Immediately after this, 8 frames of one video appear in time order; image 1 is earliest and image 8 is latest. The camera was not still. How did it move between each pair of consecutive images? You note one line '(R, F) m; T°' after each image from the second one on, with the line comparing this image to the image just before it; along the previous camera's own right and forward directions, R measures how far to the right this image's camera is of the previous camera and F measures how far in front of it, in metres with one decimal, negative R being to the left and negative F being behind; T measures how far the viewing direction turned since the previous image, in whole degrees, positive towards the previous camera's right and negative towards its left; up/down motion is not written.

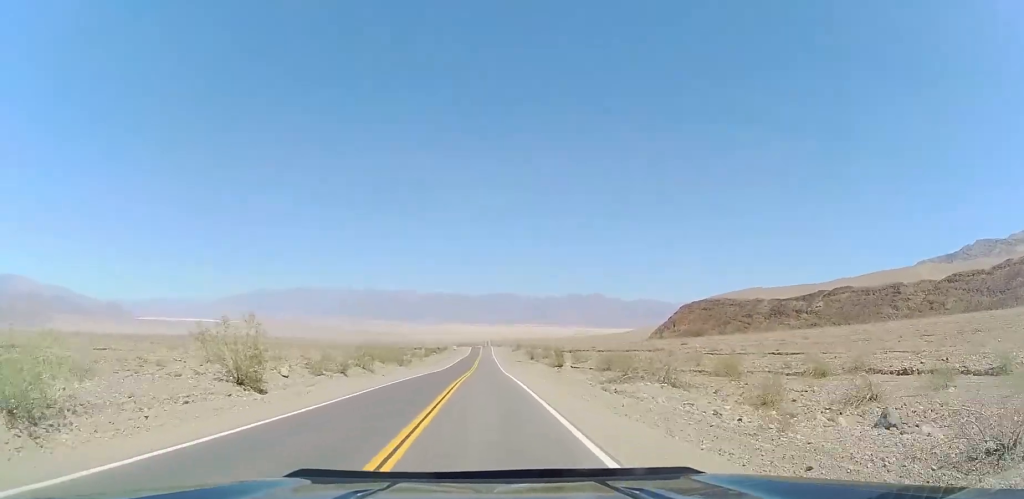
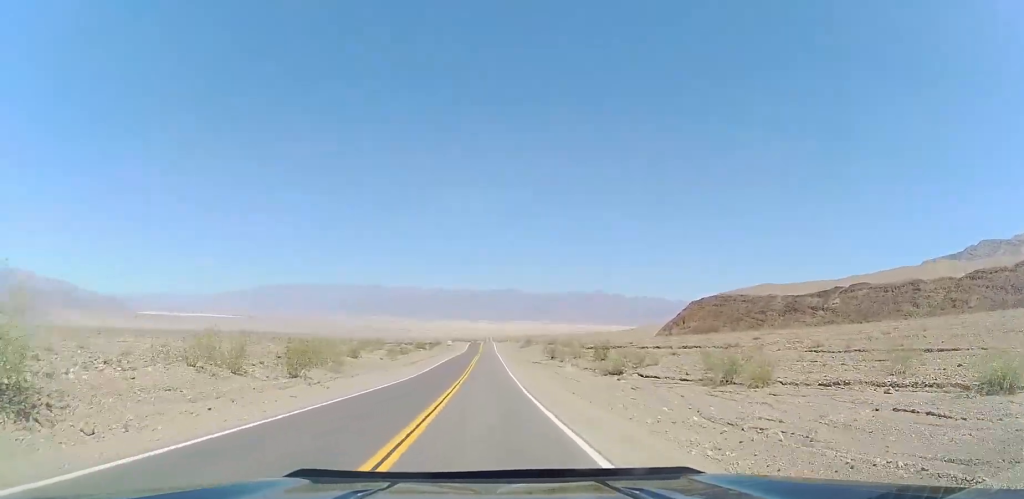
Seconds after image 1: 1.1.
(+0.2, +31.4) m; +1°
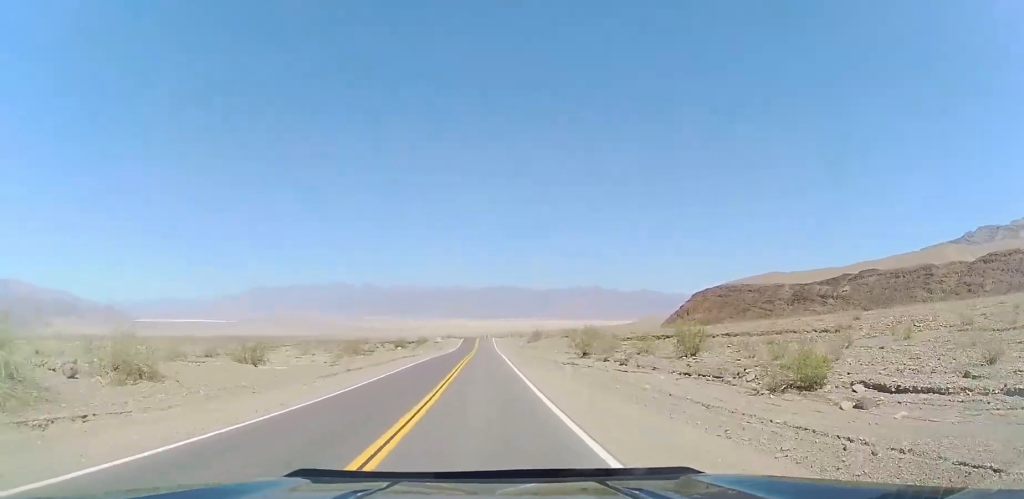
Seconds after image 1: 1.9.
(+0.1, +25.6) m; 0°
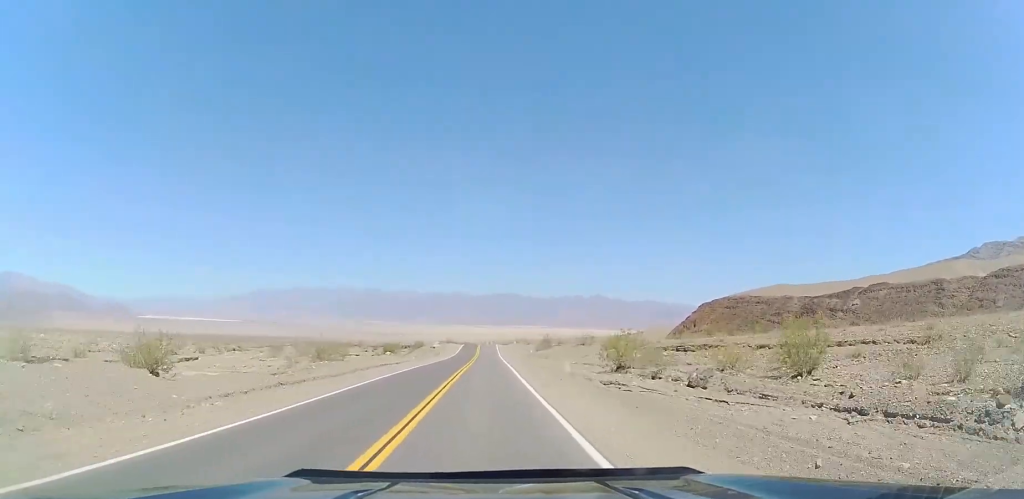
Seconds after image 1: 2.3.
(-0.1, +11.9) m; 0°
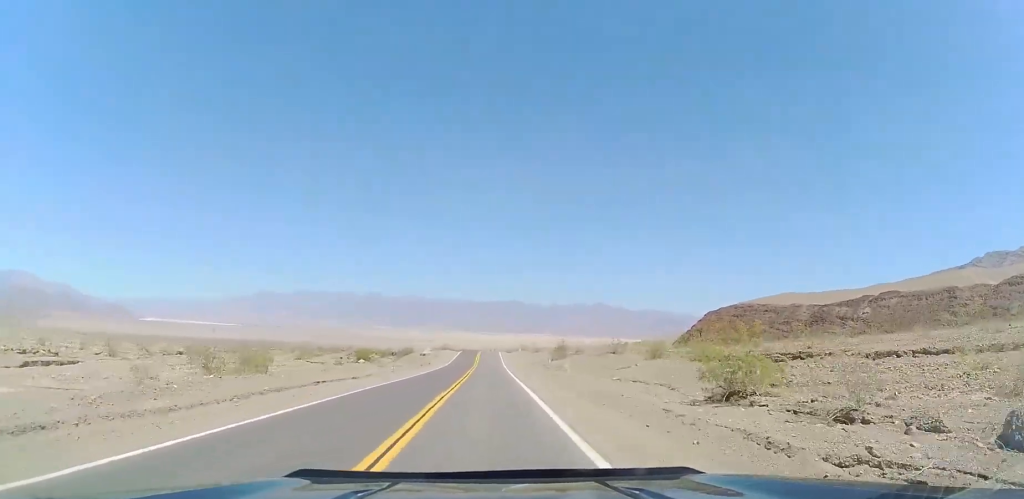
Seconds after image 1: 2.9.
(-0.2, +16.8) m; 0°
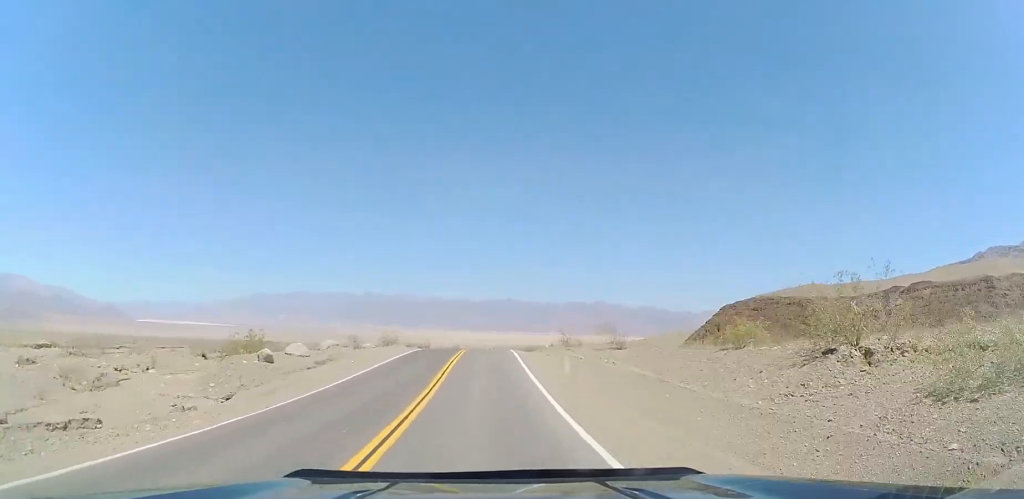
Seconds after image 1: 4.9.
(-0.4, +58.8) m; 0°
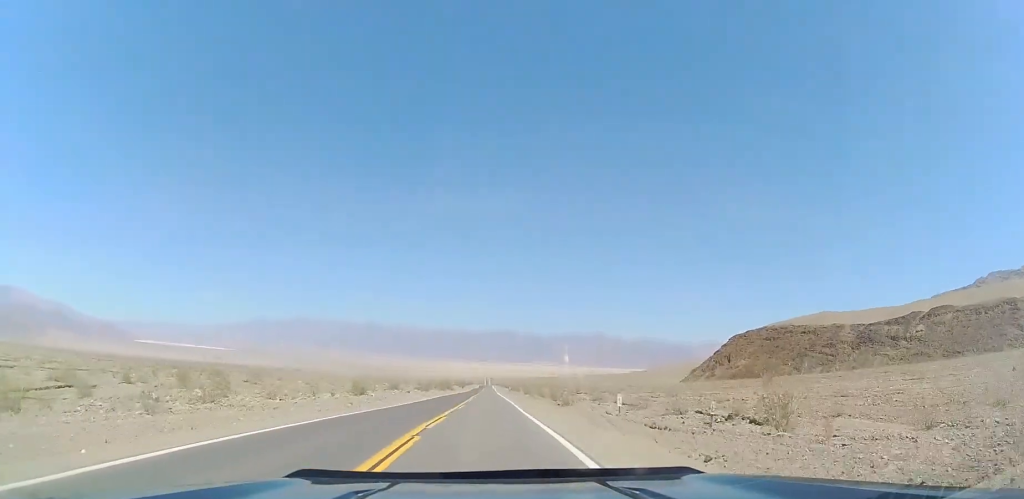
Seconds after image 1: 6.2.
(+0.3, +36.2) m; 0°
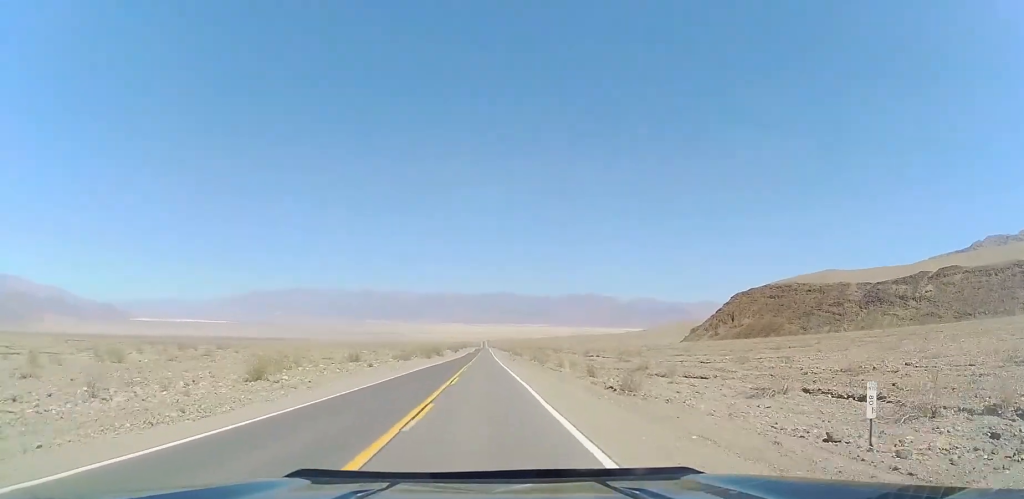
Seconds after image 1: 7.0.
(-0.2, +20.5) m; 0°
